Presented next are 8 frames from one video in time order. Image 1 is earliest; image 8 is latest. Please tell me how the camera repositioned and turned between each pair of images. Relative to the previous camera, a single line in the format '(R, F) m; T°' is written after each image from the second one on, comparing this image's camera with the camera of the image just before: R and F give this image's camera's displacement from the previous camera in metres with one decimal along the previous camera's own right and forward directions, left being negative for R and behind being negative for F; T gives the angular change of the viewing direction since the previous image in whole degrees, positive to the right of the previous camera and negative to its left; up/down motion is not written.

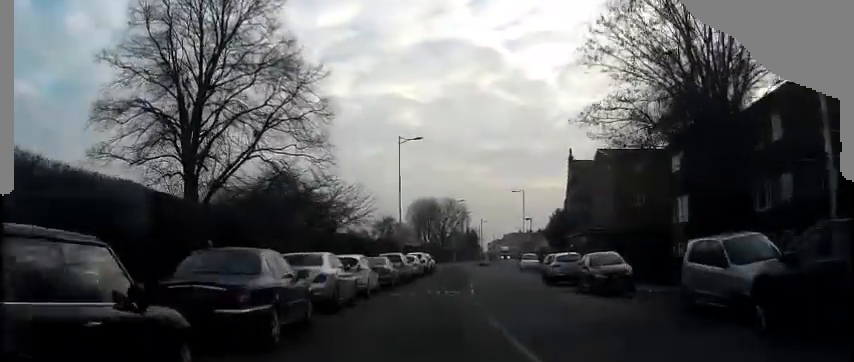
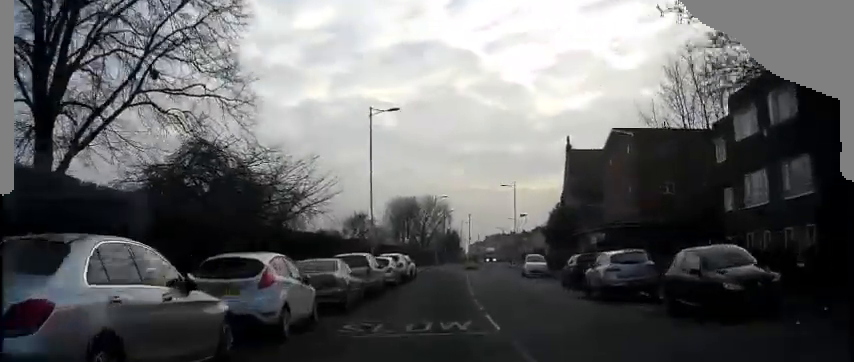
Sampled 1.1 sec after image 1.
(0.0, +10.4) m; 0°
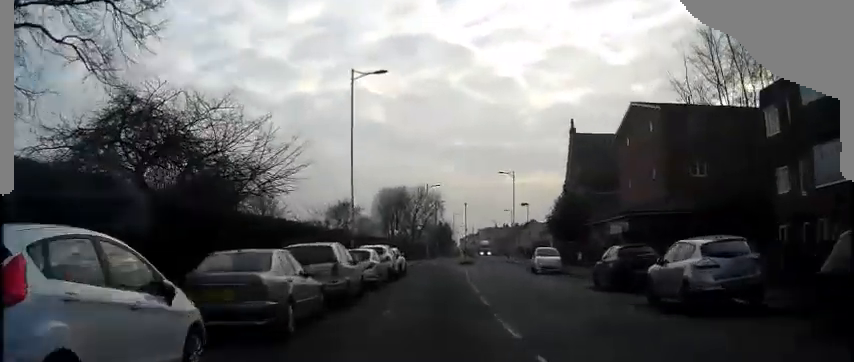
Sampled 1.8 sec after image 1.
(0.0, +6.5) m; 0°
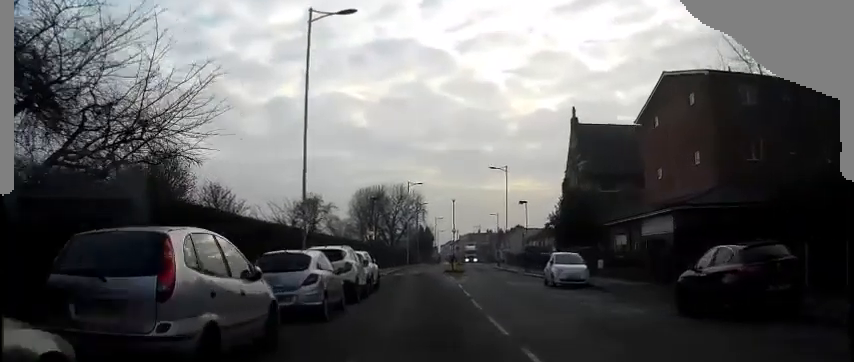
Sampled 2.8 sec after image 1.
(0.0, +8.9) m; +2°
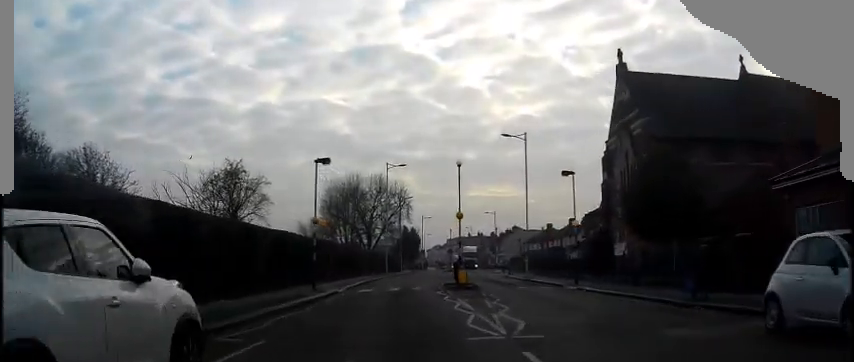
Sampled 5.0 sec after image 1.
(+0.6, +21.7) m; +1°
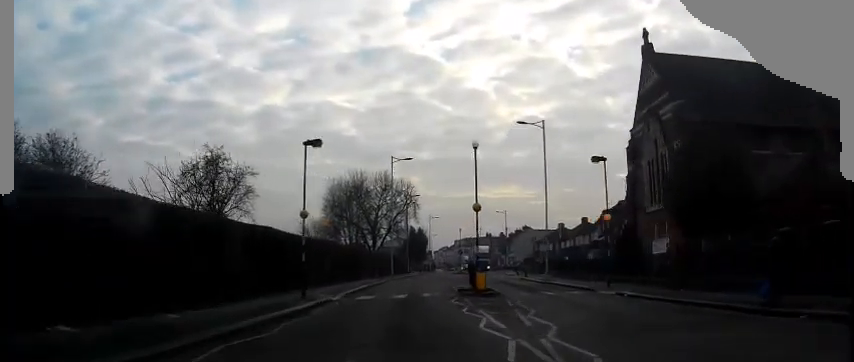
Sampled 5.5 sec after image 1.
(0.0, +4.4) m; 0°
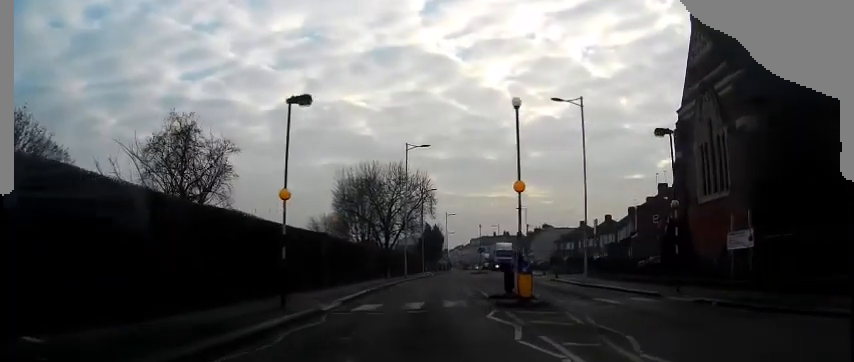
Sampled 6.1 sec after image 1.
(0.0, +6.5) m; 0°
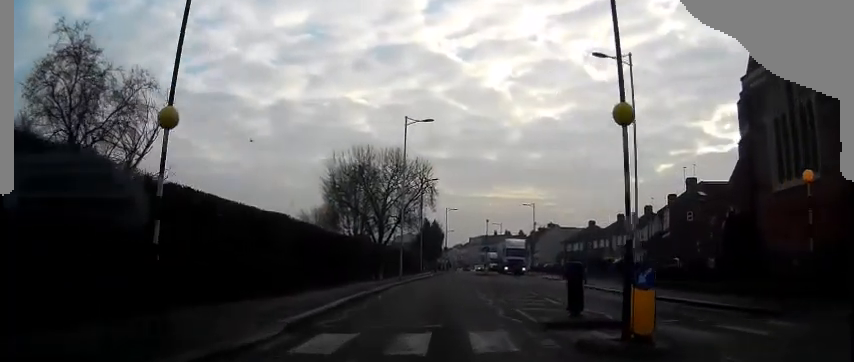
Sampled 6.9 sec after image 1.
(0.0, +8.4) m; 0°
